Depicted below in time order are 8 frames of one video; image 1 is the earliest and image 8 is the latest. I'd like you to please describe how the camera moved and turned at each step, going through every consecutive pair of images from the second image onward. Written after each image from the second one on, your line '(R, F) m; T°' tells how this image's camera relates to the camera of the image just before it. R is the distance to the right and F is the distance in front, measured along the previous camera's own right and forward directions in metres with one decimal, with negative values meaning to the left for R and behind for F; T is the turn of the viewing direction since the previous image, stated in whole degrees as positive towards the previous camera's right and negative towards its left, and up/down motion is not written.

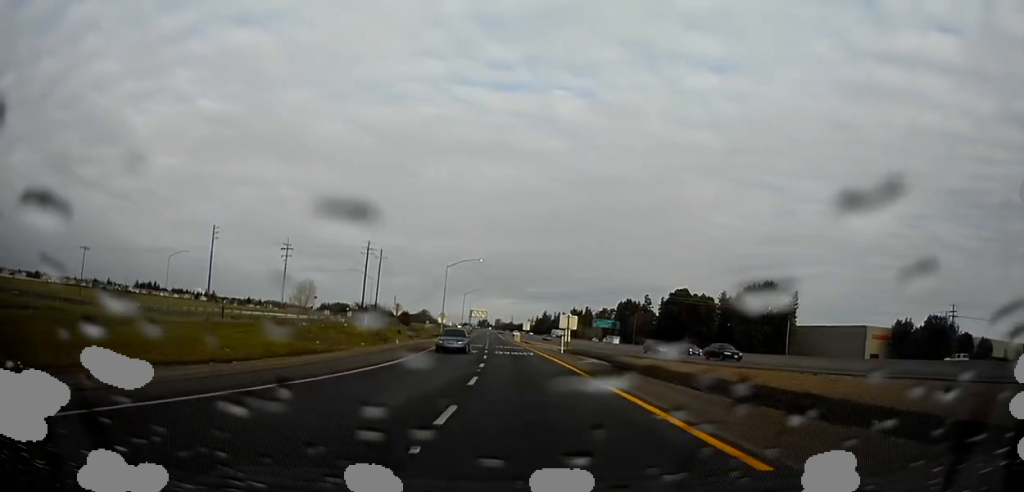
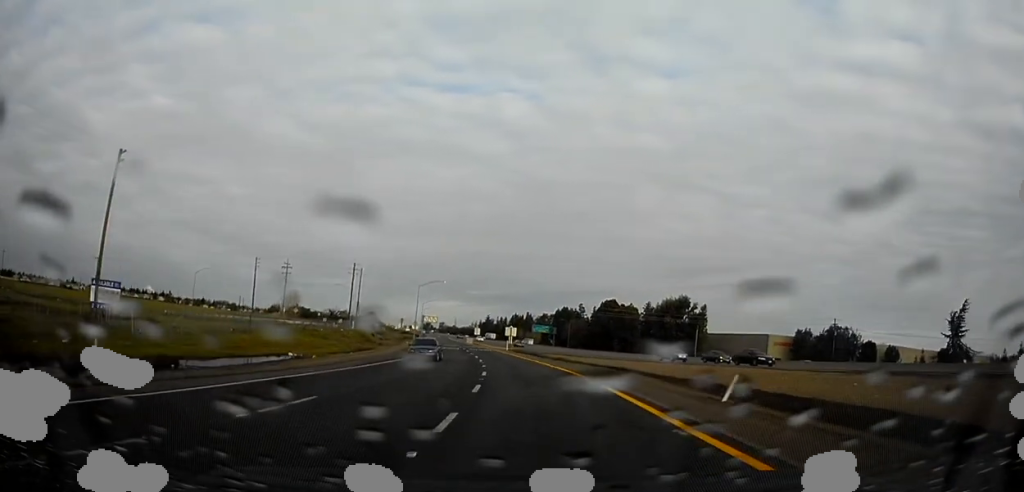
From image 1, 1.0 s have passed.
(+0.8, +29.2) m; +4°
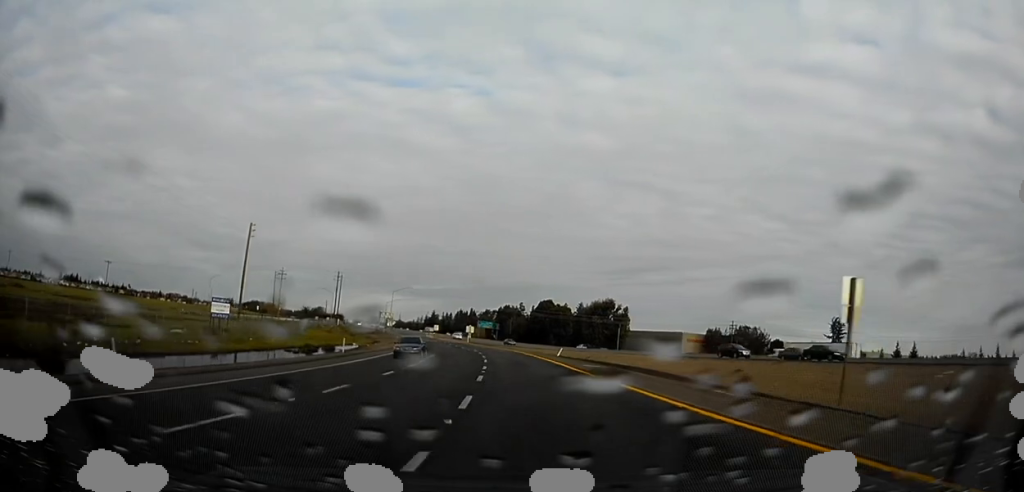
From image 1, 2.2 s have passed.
(+1.9, +32.6) m; +6°
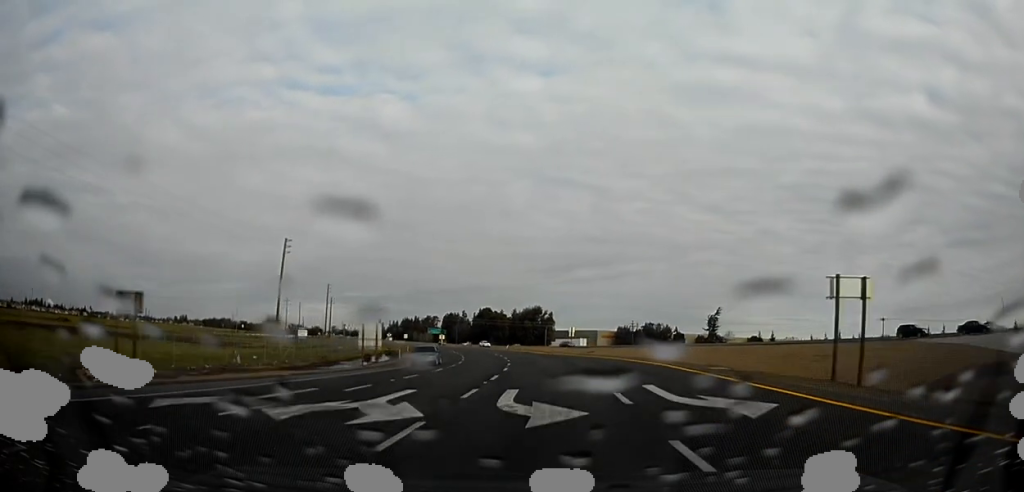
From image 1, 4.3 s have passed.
(+4.1, +54.8) m; +7°
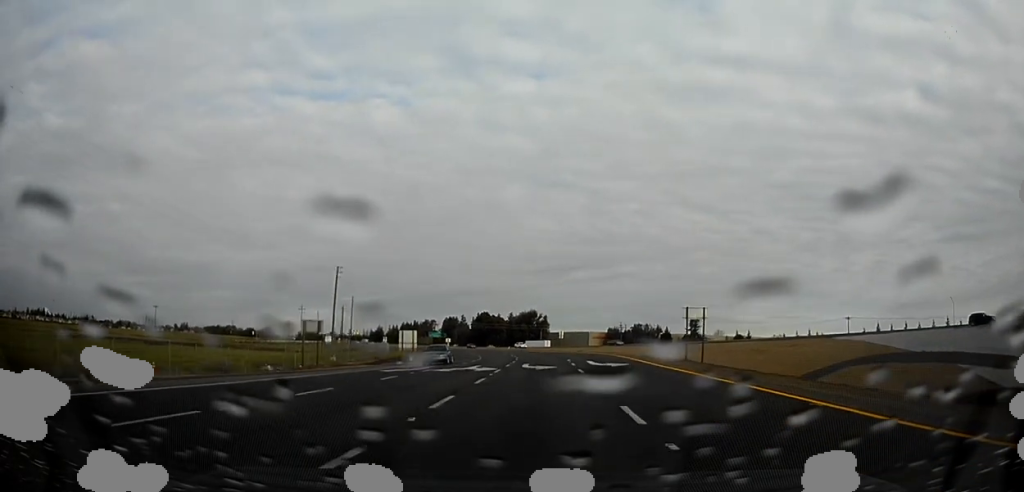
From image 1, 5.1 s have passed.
(+0.2, +19.5) m; +1°
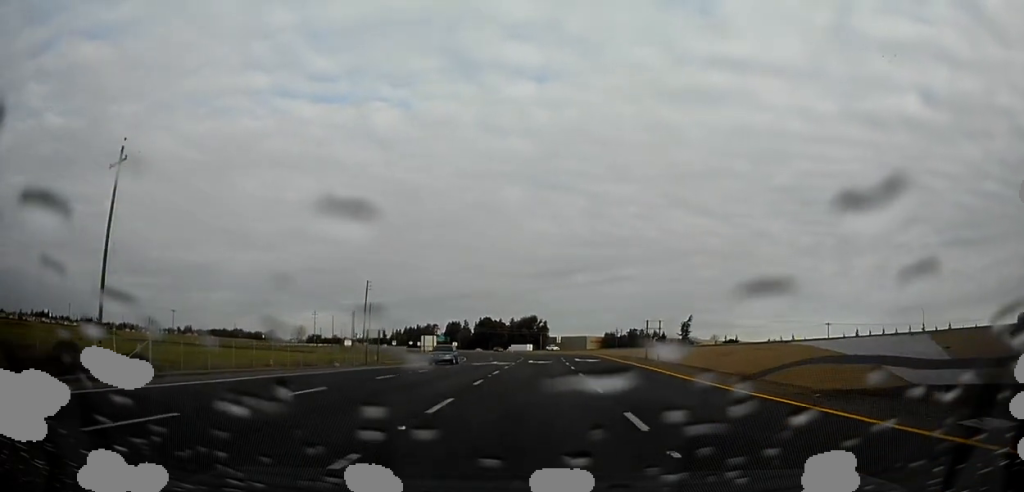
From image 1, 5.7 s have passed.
(0.0, +14.4) m; +1°
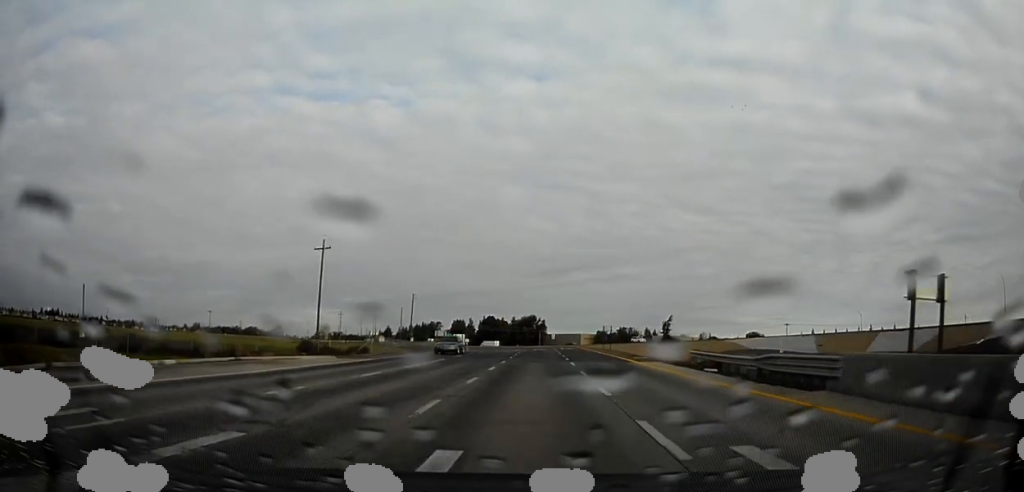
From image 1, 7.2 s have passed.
(+0.4, +35.2) m; +1°
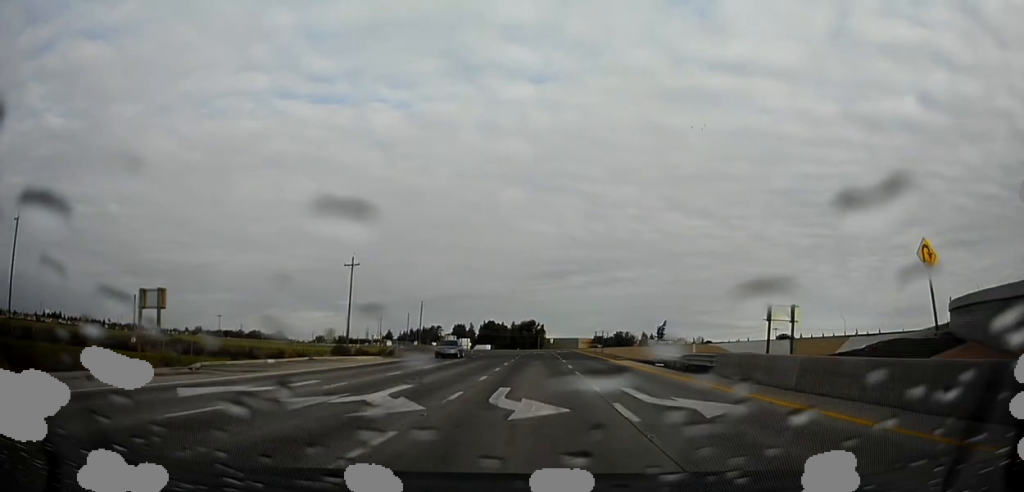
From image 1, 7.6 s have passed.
(-0.1, +11.0) m; 0°
